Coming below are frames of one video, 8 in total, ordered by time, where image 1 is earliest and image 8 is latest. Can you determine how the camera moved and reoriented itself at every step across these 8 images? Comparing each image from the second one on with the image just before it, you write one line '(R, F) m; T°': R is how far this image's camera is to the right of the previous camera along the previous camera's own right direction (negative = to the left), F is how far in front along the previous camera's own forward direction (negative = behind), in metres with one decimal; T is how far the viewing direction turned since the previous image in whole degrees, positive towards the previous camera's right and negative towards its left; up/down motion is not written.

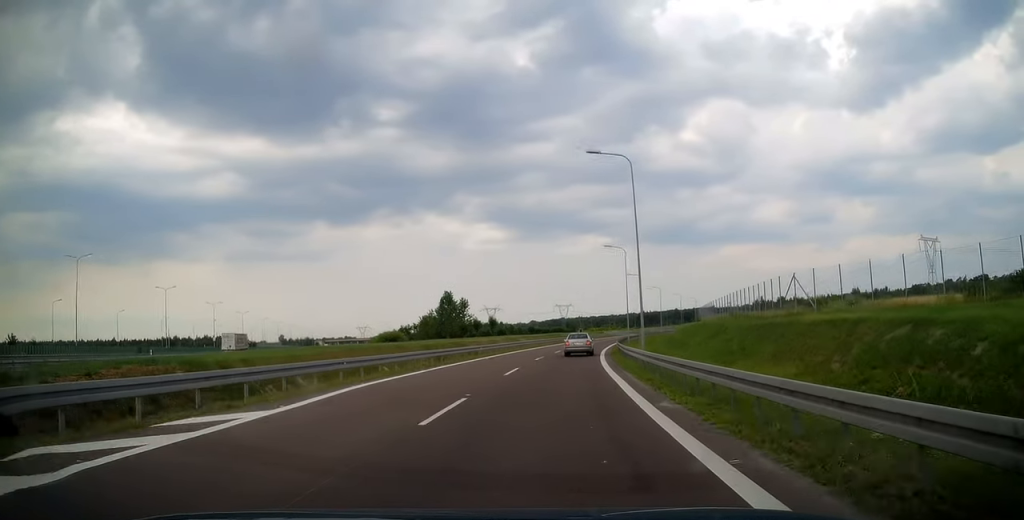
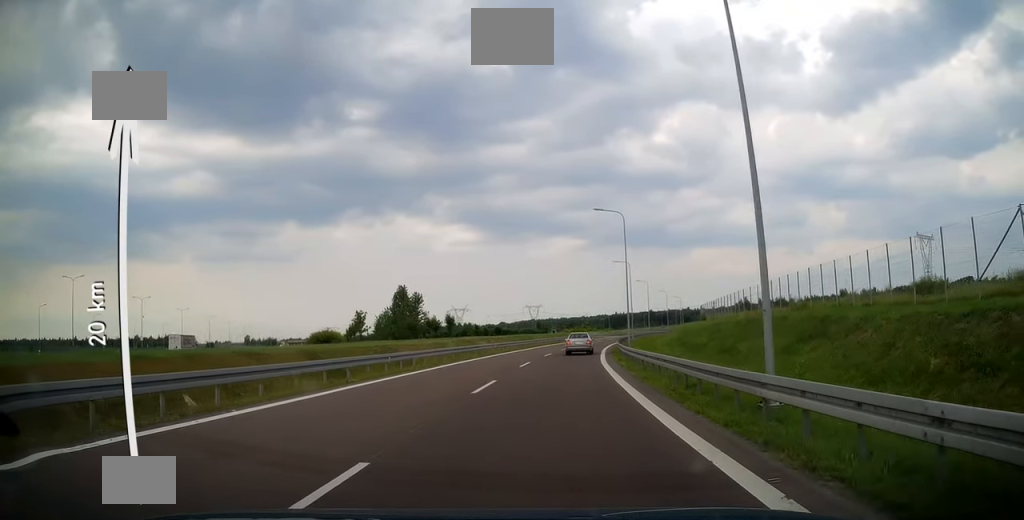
(+0.6, +18.8) m; +3°
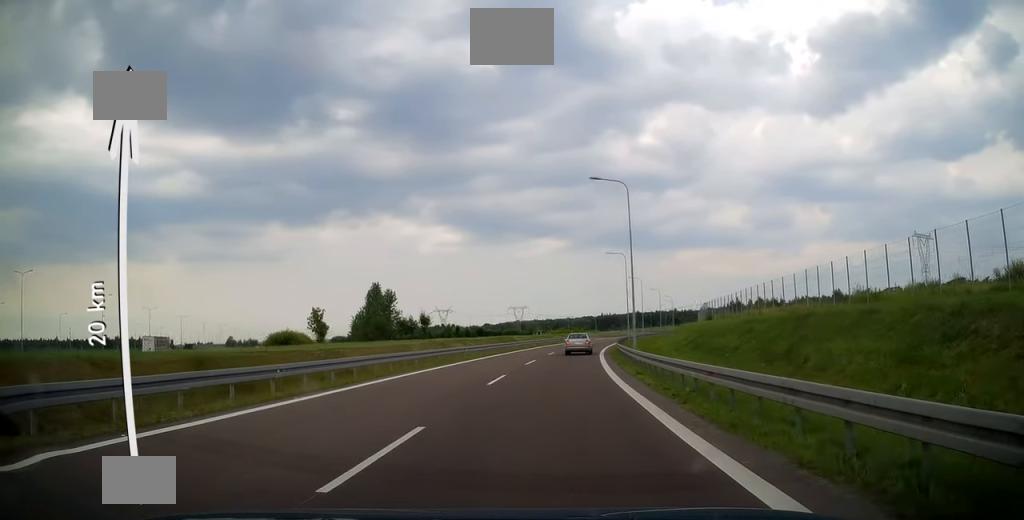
(+0.1, +9.1) m; +1°
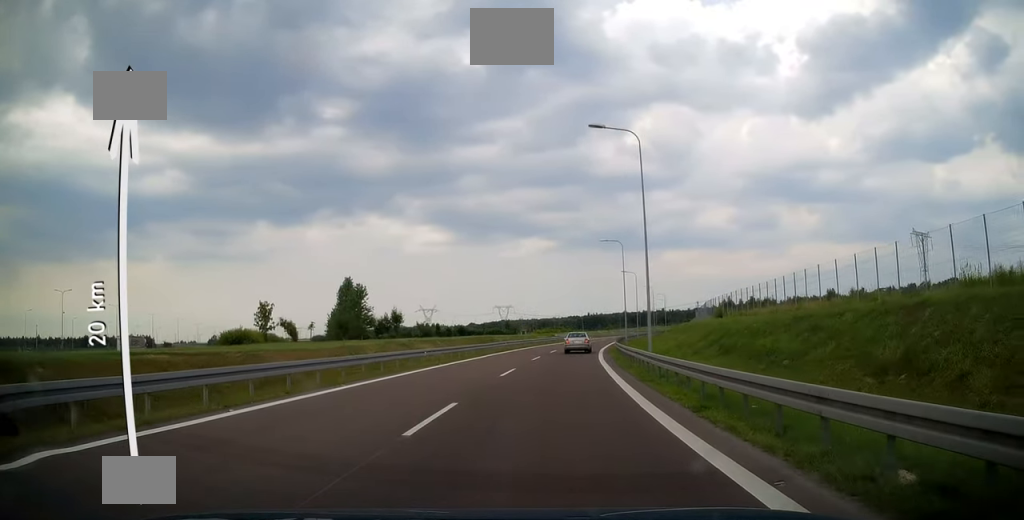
(+0.1, +8.8) m; +1°
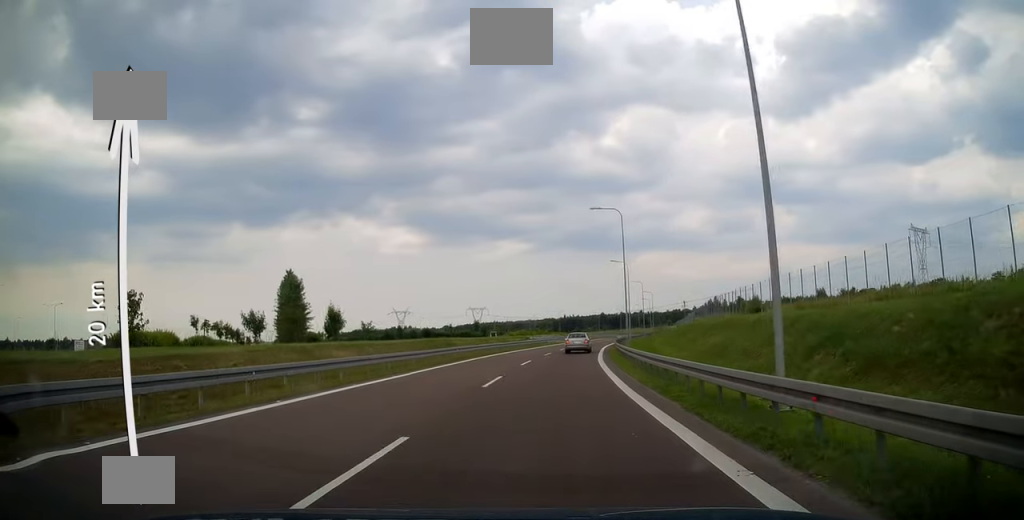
(+0.1, +15.6) m; +2°
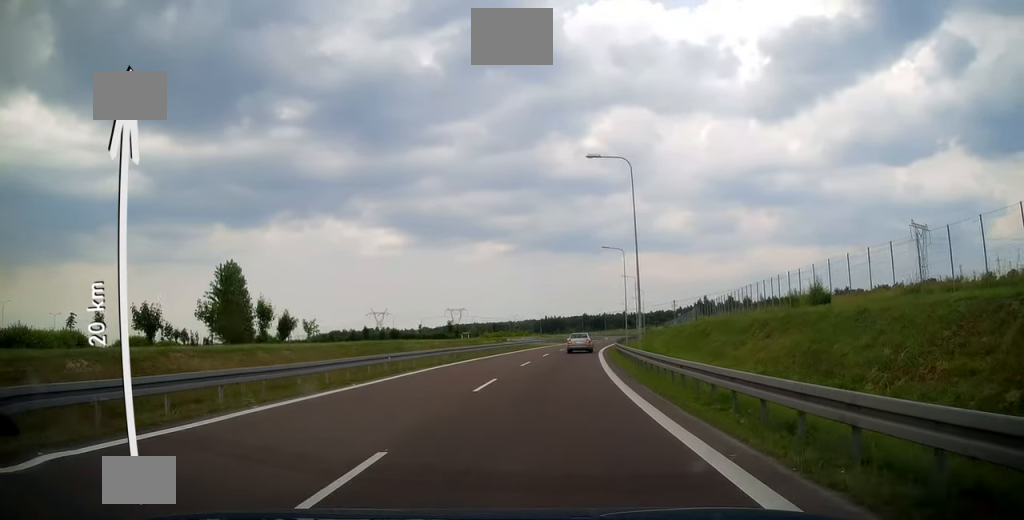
(+0.2, +12.7) m; +2°
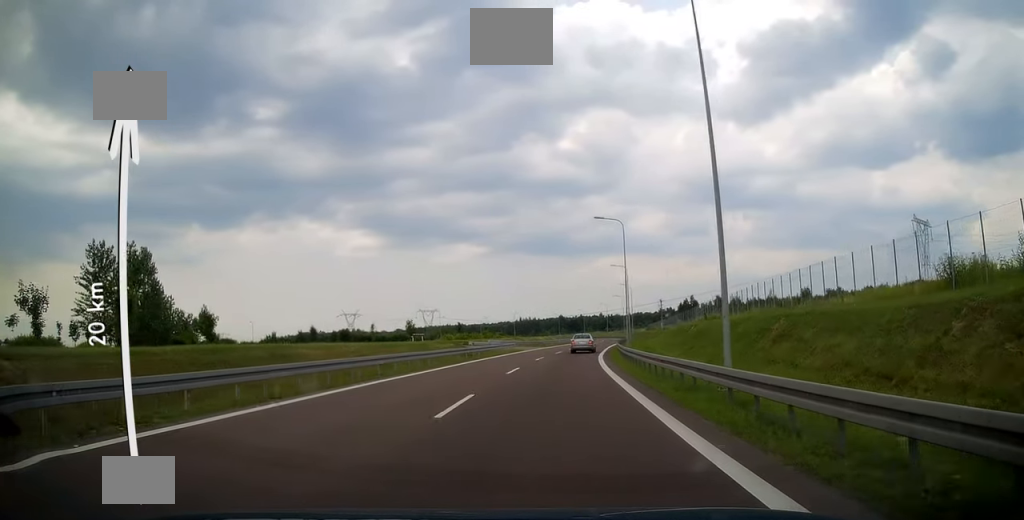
(+0.5, +16.7) m; +3°
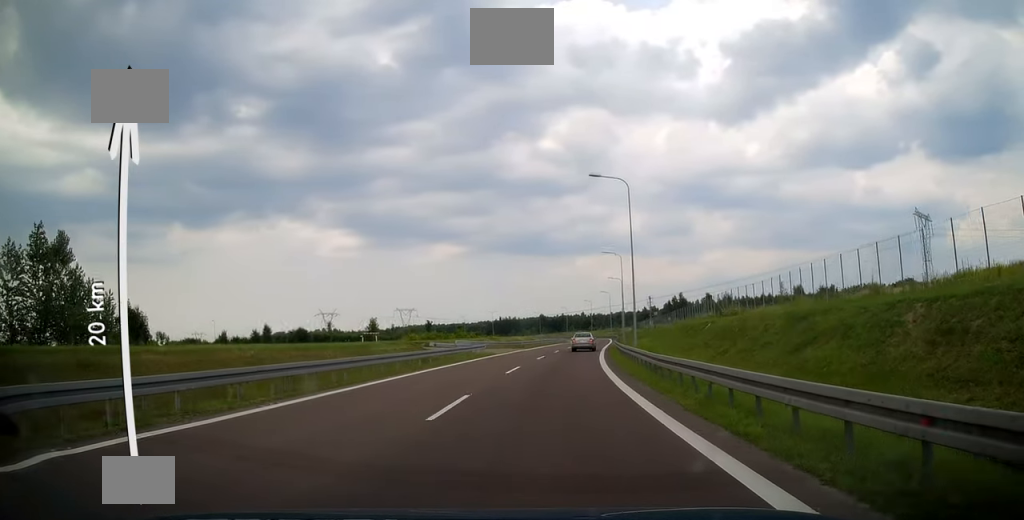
(+0.2, +12.2) m; +2°
